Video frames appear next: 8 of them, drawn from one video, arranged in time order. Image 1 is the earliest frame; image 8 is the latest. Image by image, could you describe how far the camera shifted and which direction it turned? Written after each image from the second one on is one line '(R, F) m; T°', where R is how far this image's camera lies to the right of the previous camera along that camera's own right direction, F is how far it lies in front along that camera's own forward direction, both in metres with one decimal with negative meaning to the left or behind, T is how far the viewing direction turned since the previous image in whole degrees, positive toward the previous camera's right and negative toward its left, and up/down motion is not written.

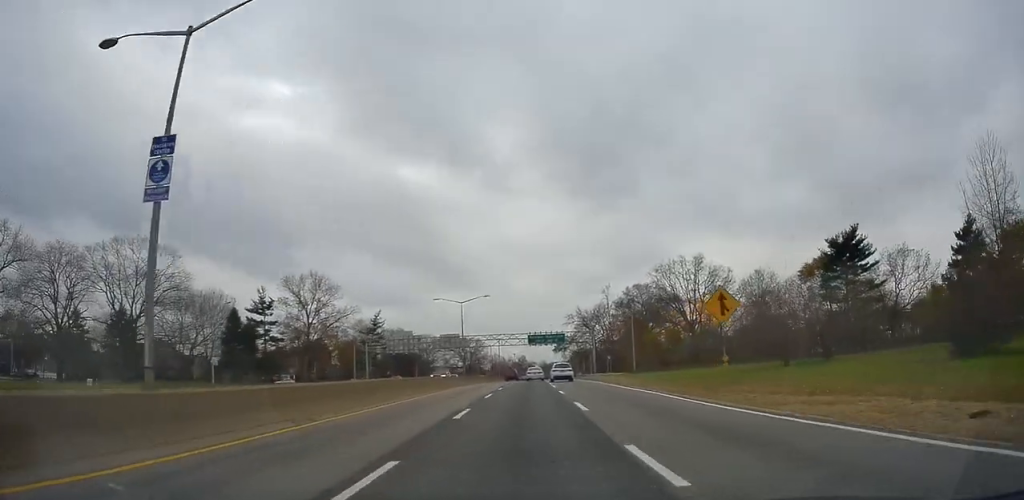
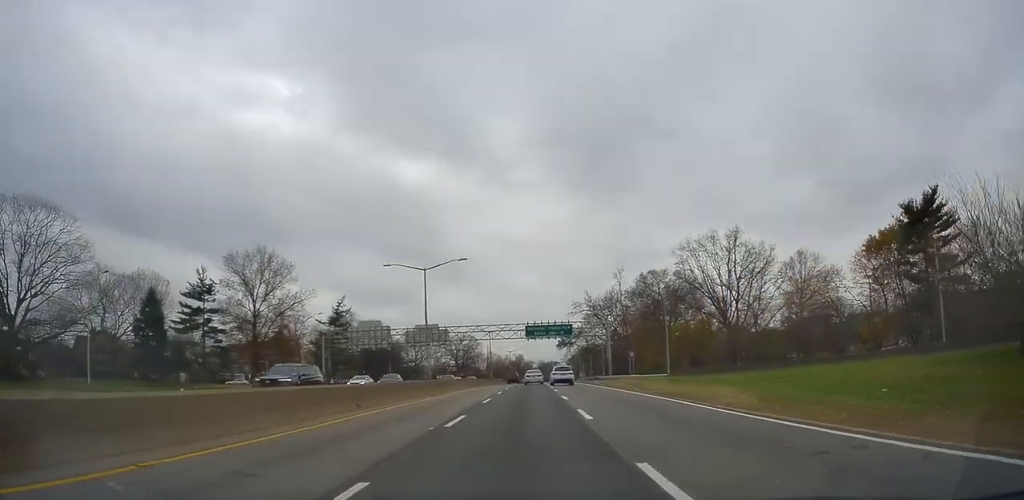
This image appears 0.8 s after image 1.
(0.0, +21.1) m; +1°
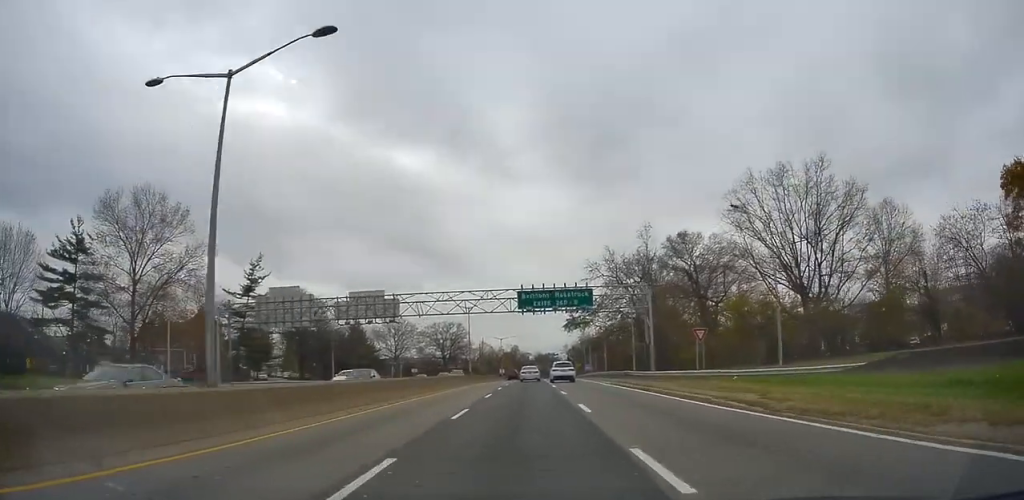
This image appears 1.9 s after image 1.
(+0.4, +28.5) m; +1°
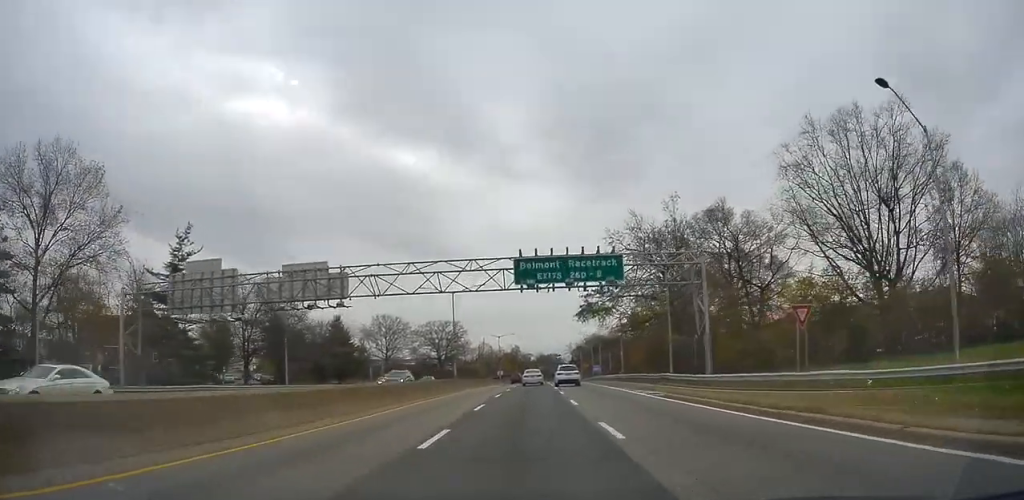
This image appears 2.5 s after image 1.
(0.0, +15.2) m; 0°
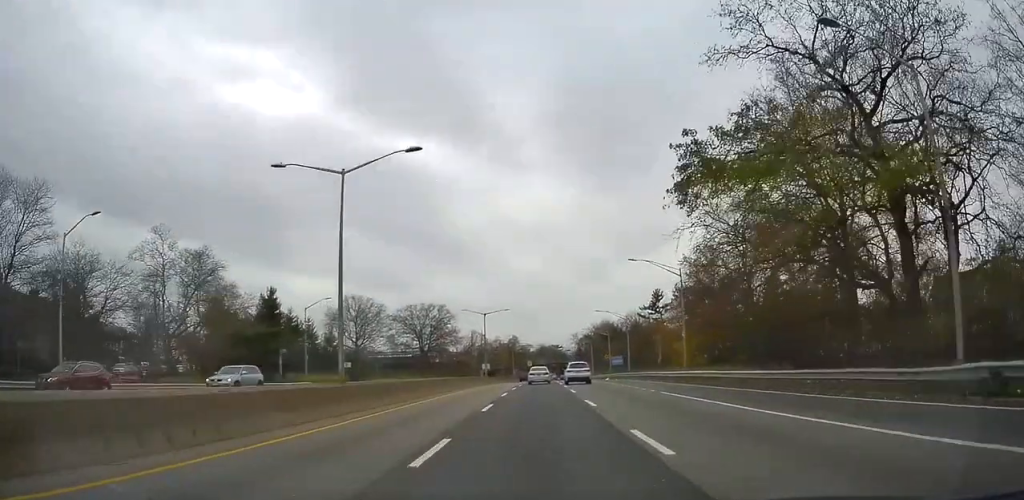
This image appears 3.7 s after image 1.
(-0.3, +32.4) m; -1°
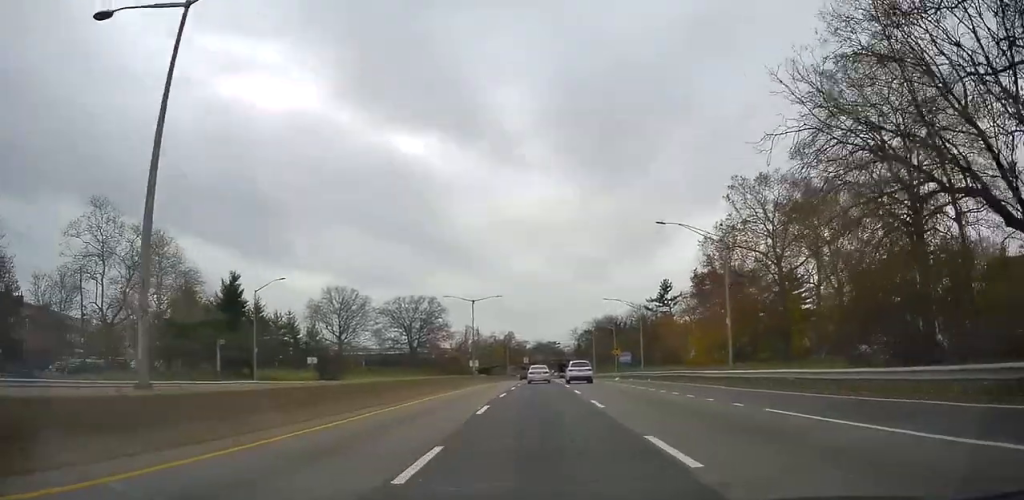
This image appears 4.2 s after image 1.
(0.0, +11.6) m; 0°
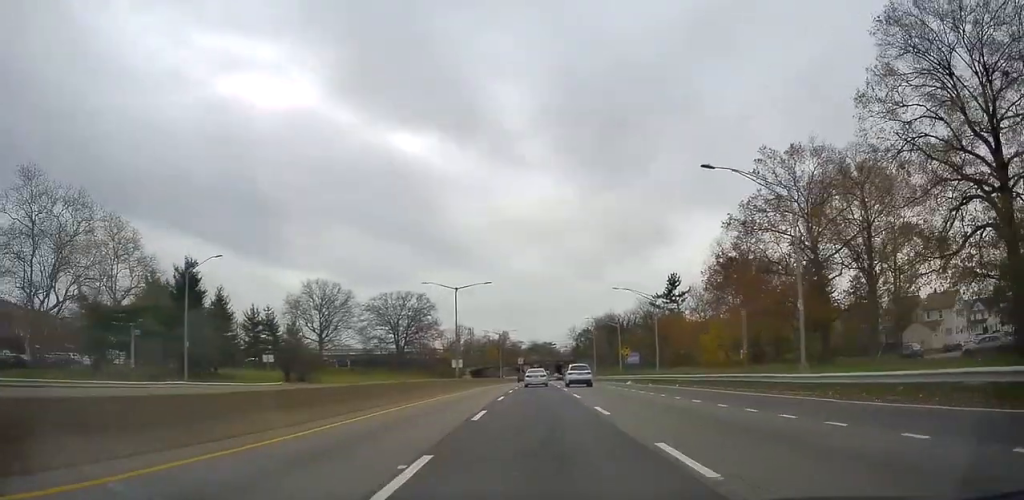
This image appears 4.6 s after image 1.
(0.0, +10.7) m; 0°
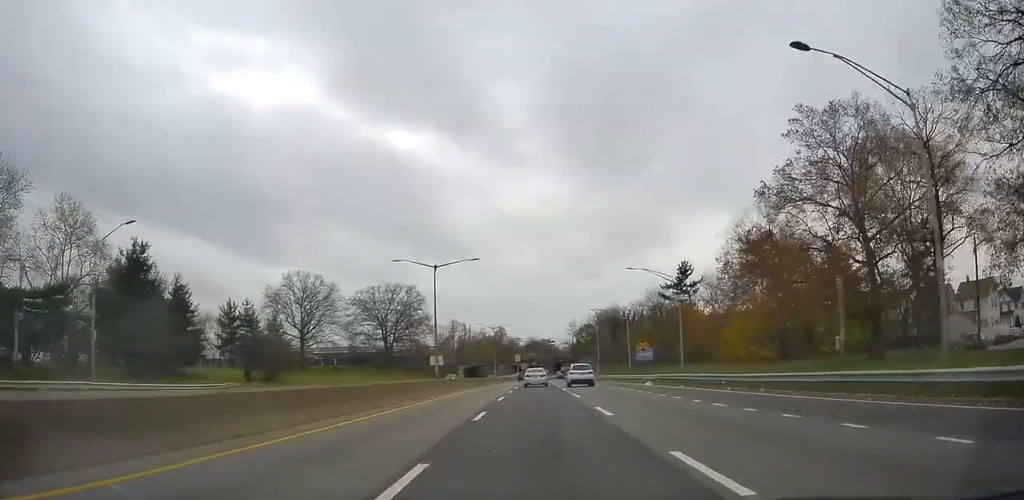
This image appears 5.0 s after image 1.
(0.0, +10.3) m; 0°
